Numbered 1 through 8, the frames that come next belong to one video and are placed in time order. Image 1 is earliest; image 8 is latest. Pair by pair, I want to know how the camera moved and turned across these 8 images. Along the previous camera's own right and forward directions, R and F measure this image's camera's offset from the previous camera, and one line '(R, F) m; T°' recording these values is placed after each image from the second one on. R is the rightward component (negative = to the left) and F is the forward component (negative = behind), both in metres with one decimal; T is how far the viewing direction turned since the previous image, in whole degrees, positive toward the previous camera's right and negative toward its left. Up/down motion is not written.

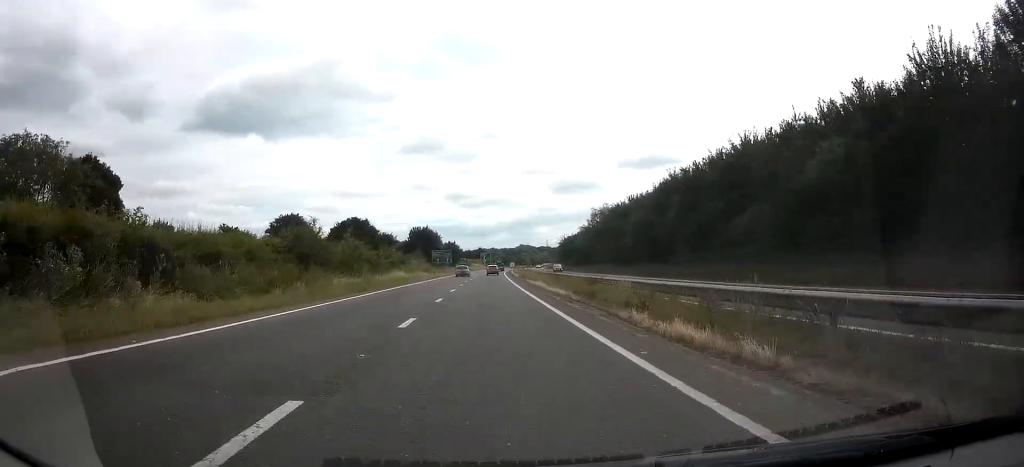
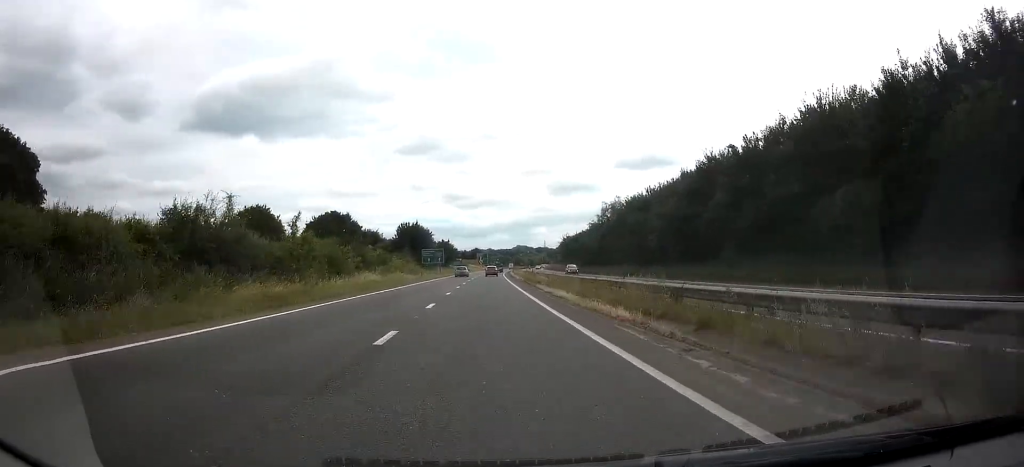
(-0.2, +12.6) m; 0°
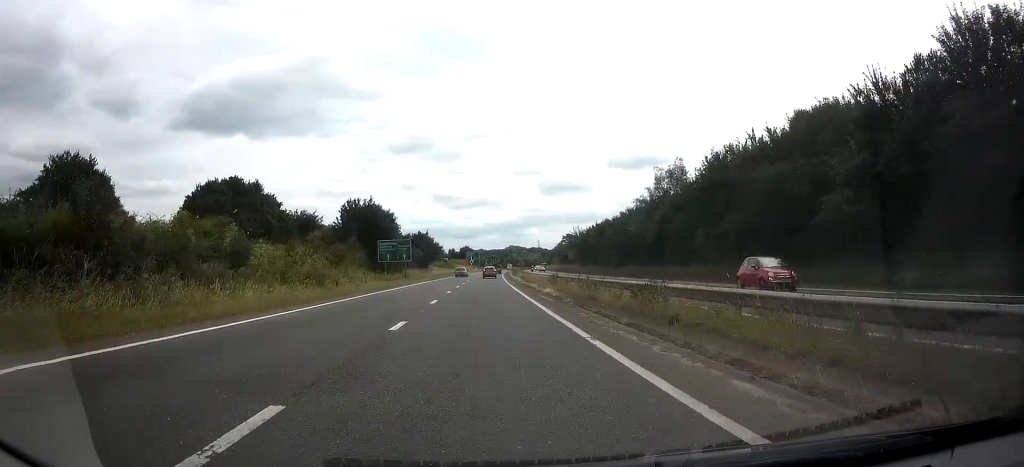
(+0.5, +35.3) m; +1°
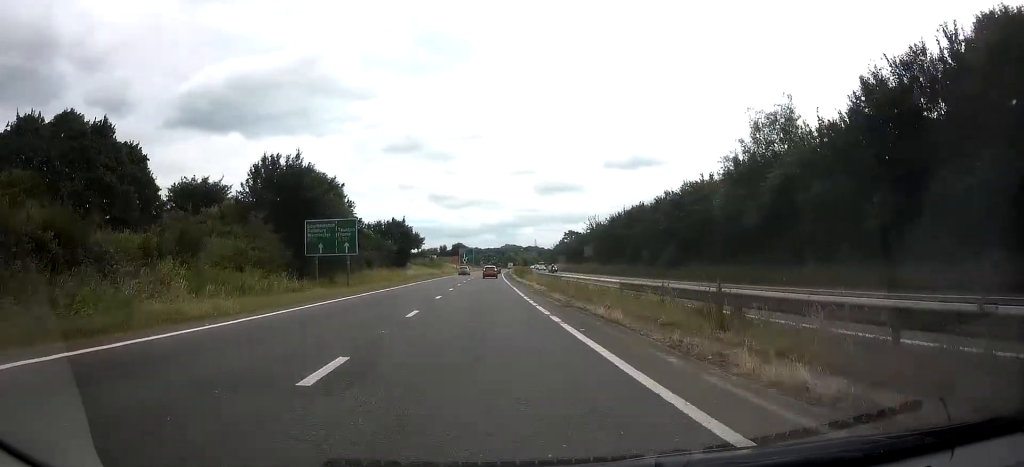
(-0.1, +25.1) m; 0°
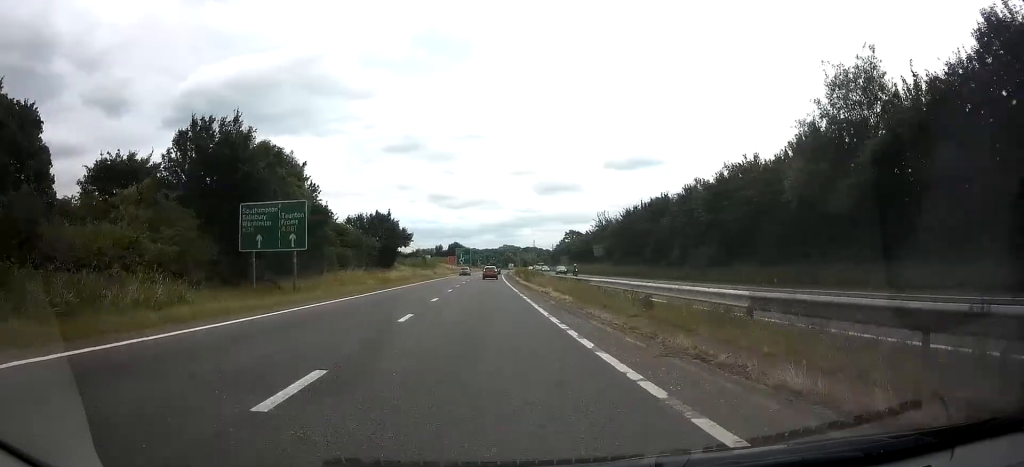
(0.0, +10.4) m; 0°
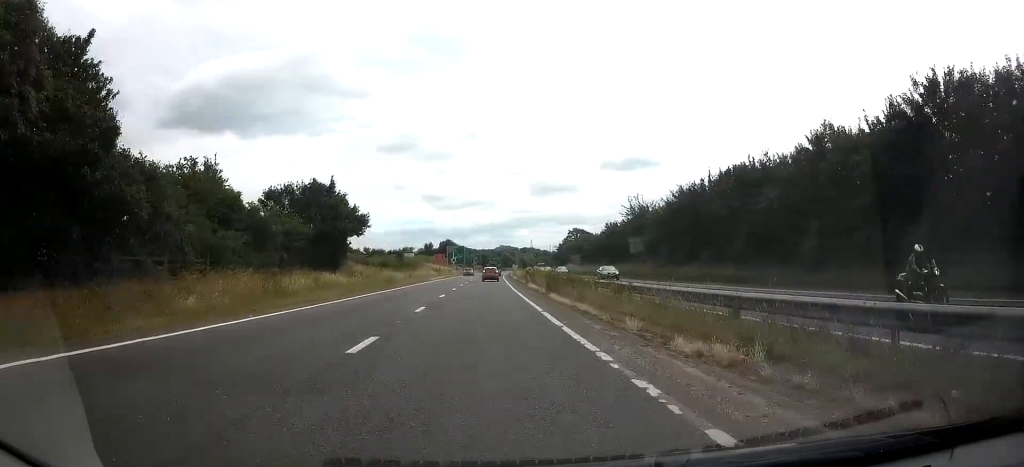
(+0.2, +23.9) m; +1°
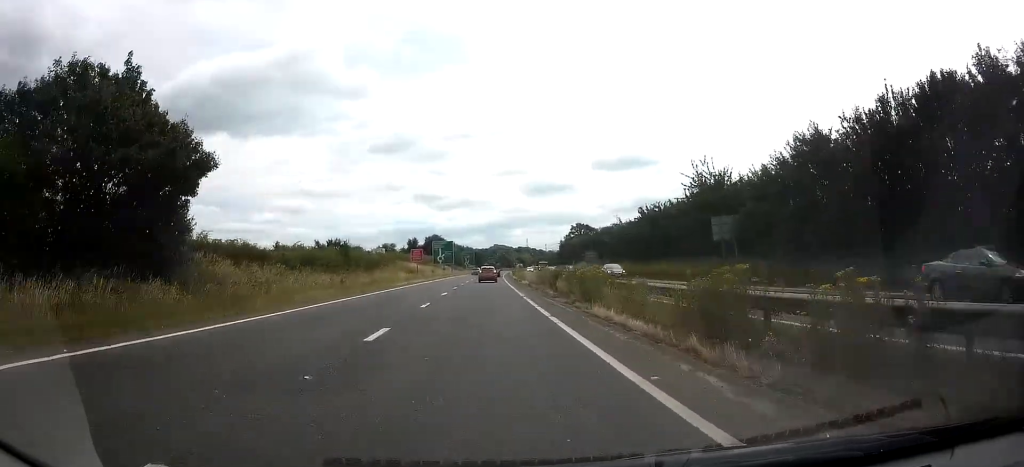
(+0.1, +25.5) m; 0°
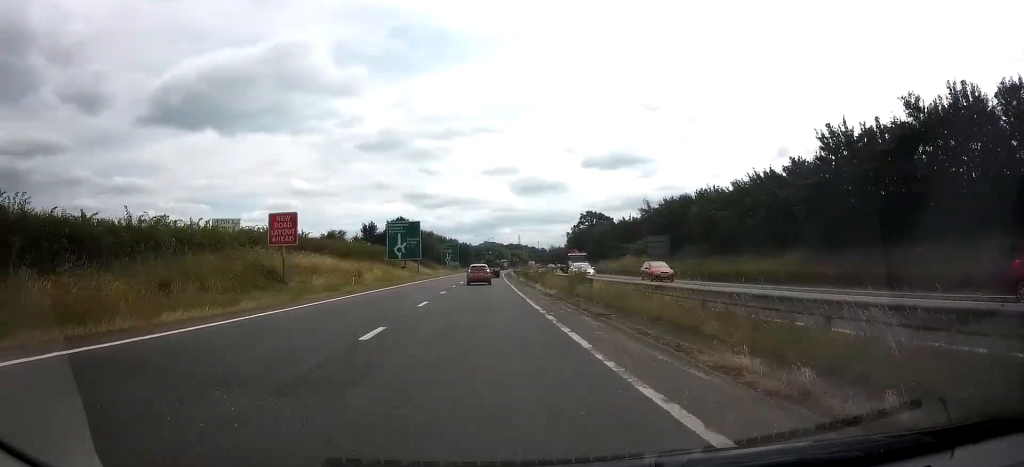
(+0.5, +44.9) m; +2°
